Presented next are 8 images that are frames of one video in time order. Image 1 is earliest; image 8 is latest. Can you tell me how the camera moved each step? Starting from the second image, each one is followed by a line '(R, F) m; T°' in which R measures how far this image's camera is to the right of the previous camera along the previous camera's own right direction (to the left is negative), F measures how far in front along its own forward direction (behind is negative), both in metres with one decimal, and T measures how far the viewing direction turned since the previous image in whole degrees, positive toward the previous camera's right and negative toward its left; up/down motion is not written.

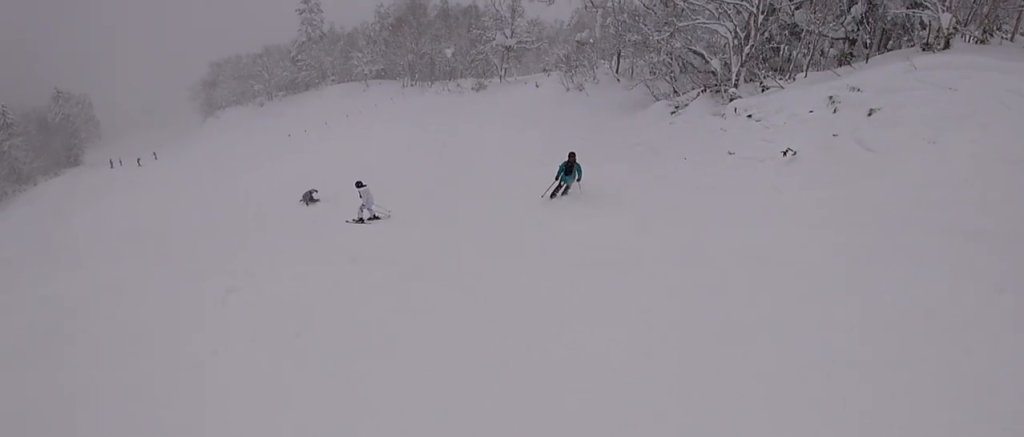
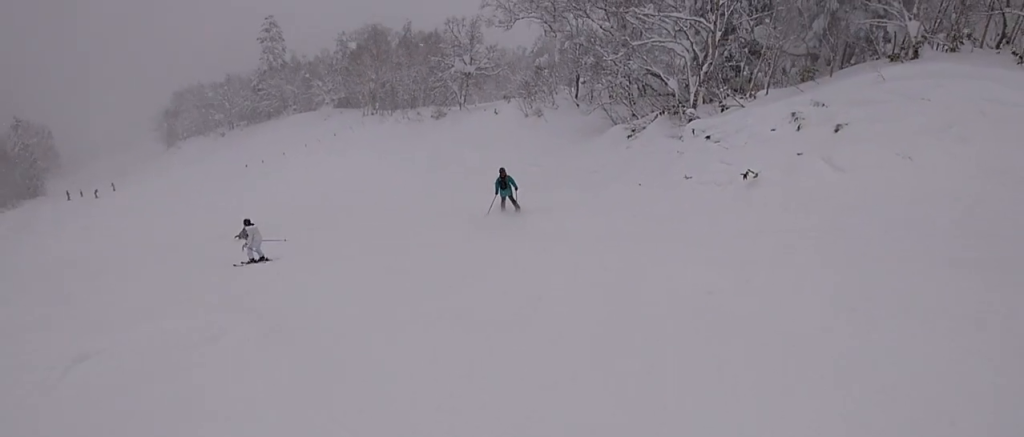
(+0.4, +1.9) m; +8°
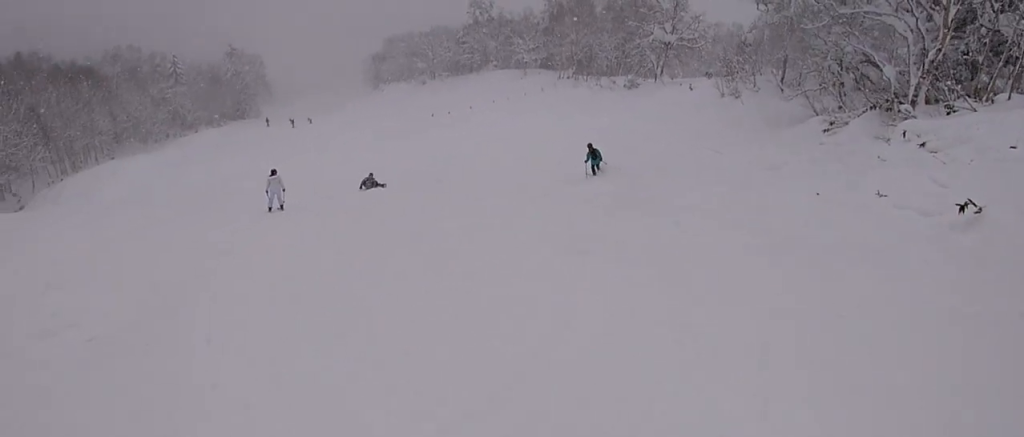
(+0.4, +4.6) m; -14°
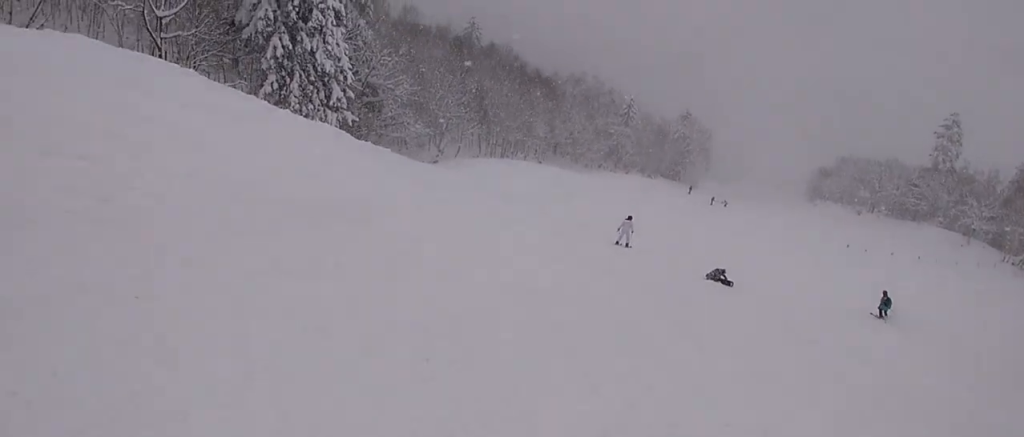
(-2.4, +4.0) m; -58°
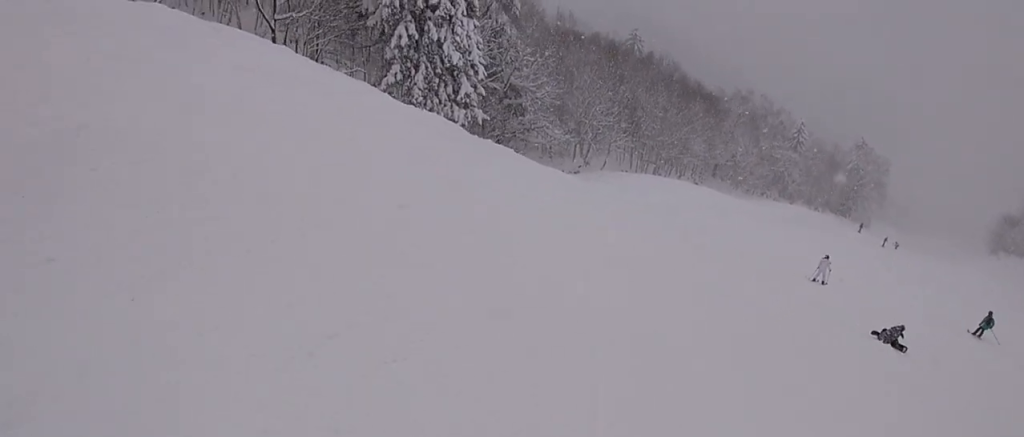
(-1.6, +4.0) m; -33°
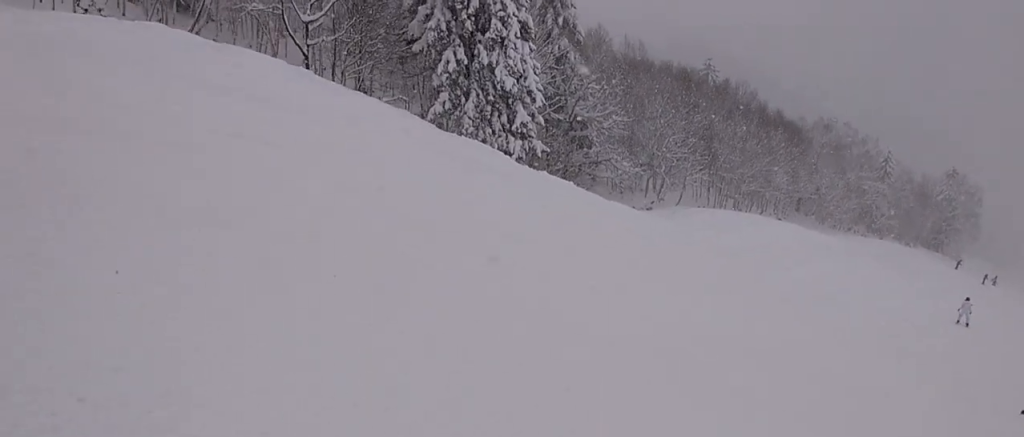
(-0.6, +3.6) m; -11°
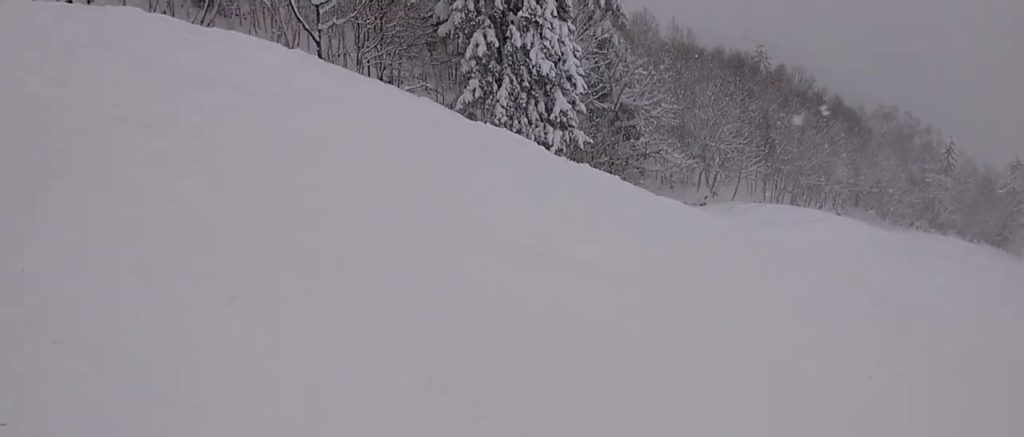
(0.0, +3.0) m; -3°
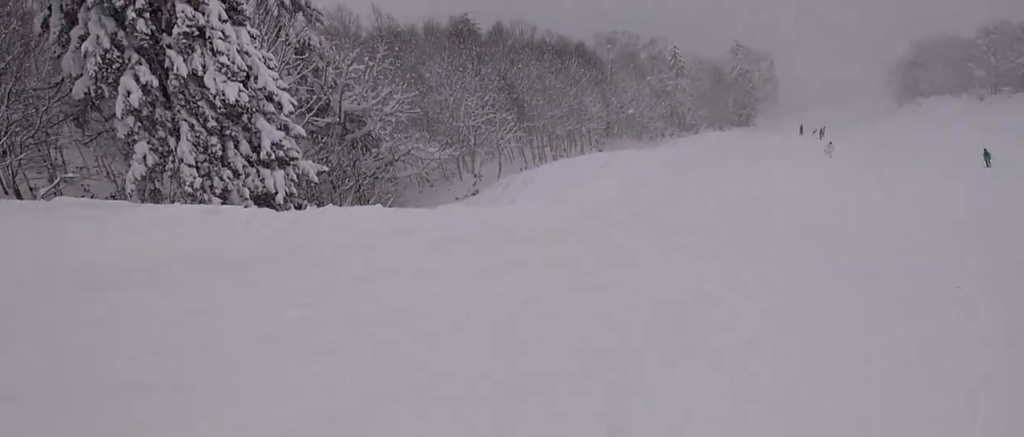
(+0.9, +8.3) m; +30°
